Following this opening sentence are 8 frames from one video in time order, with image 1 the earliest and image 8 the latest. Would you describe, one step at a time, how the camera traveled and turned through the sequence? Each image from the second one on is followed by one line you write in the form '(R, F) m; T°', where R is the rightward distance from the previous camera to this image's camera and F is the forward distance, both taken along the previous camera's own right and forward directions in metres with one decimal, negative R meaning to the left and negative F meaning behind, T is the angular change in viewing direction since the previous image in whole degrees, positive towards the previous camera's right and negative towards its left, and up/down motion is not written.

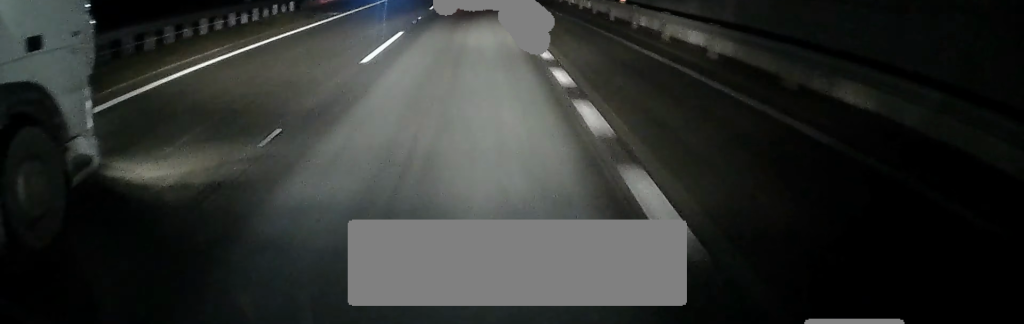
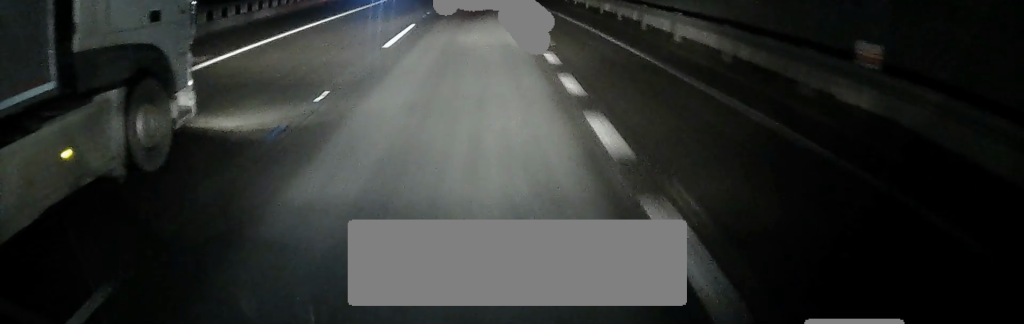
(0.0, +15.6) m; -1°
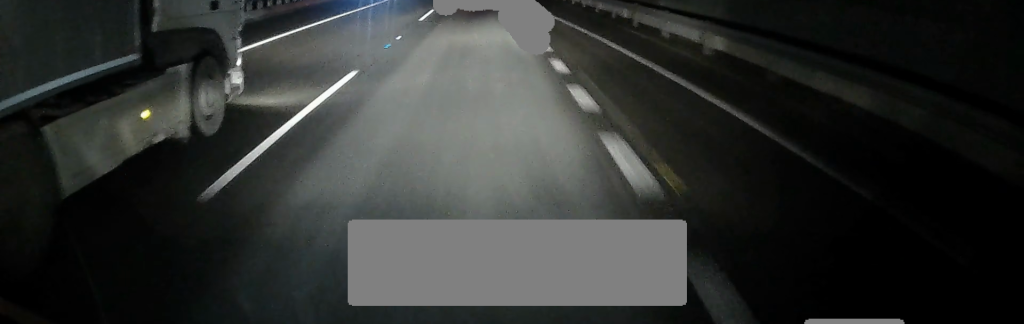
(+0.1, +10.4) m; -1°
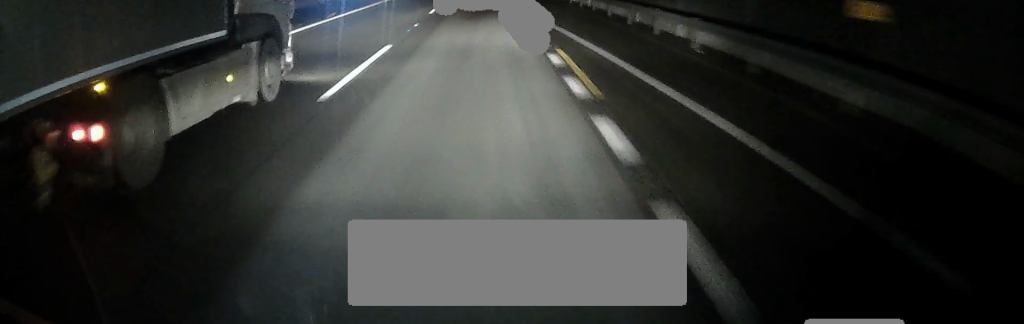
(-0.3, +13.2) m; -1°
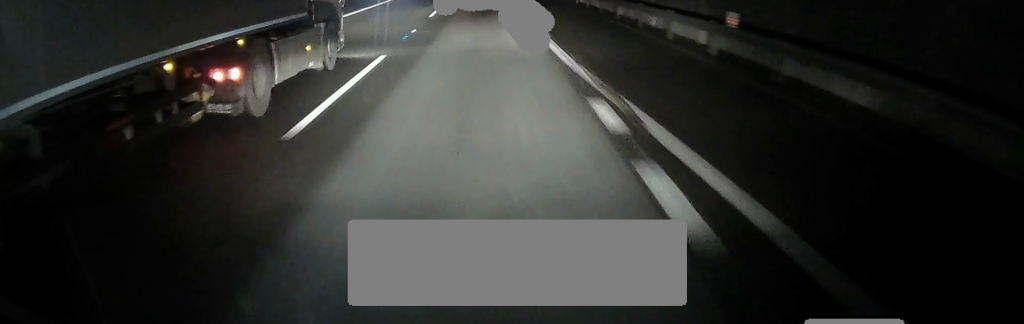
(-0.4, +18.9) m; -1°
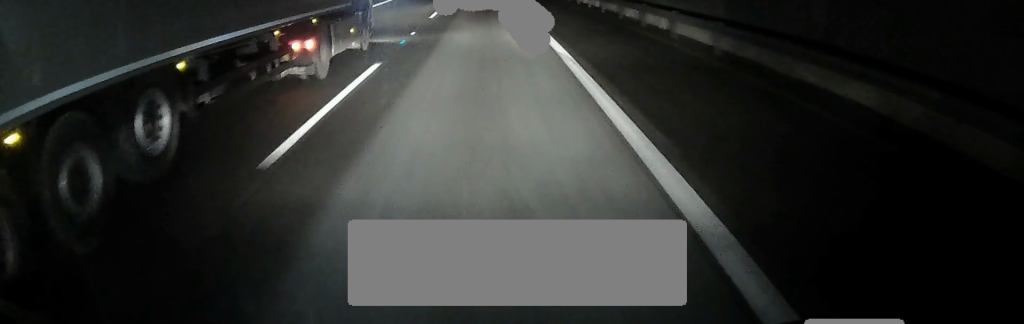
(+0.1, +18.3) m; -1°
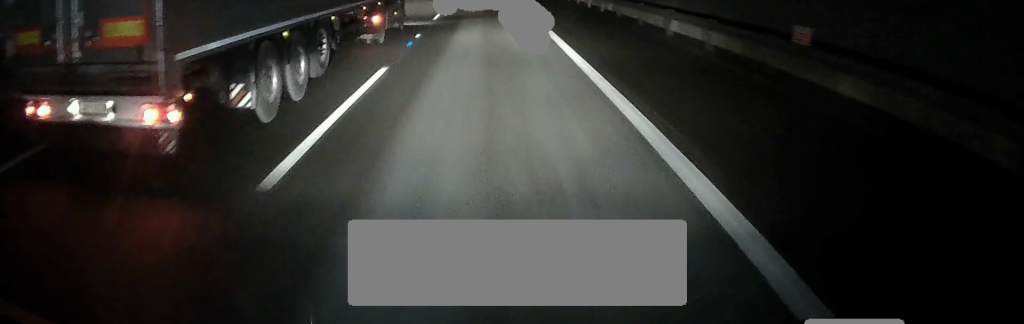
(-1.4, +34.1) m; -3°
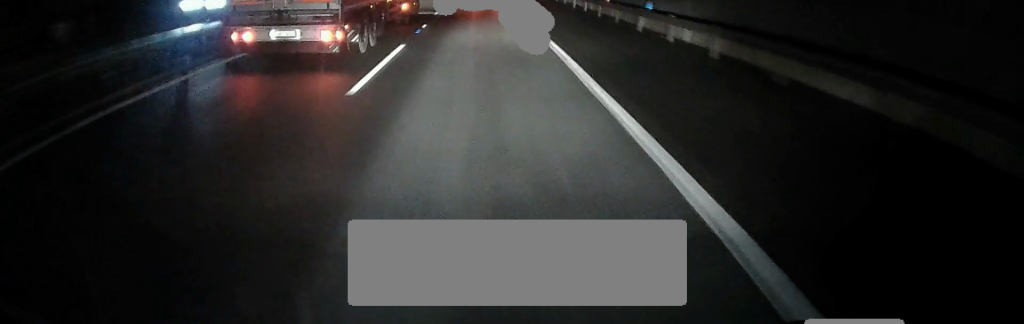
(-0.5, +51.1) m; 0°
